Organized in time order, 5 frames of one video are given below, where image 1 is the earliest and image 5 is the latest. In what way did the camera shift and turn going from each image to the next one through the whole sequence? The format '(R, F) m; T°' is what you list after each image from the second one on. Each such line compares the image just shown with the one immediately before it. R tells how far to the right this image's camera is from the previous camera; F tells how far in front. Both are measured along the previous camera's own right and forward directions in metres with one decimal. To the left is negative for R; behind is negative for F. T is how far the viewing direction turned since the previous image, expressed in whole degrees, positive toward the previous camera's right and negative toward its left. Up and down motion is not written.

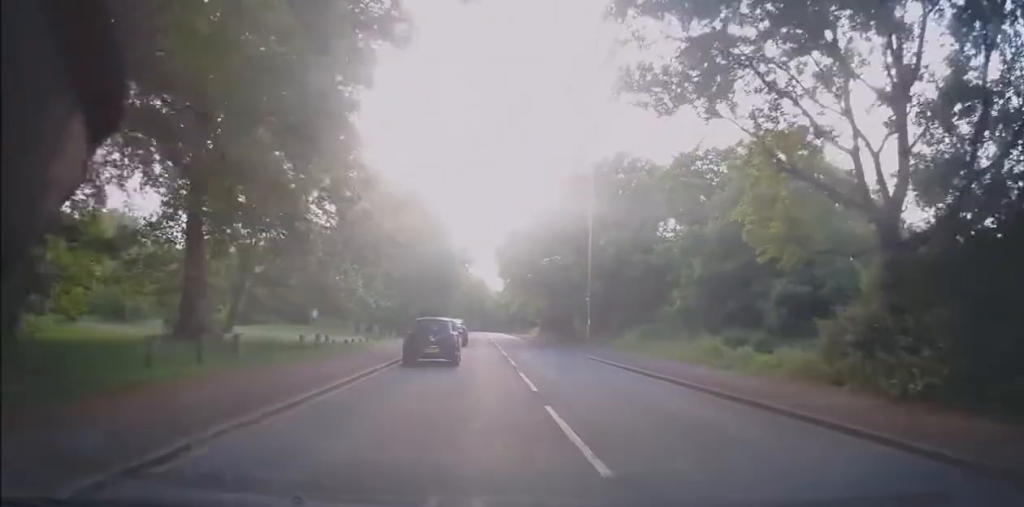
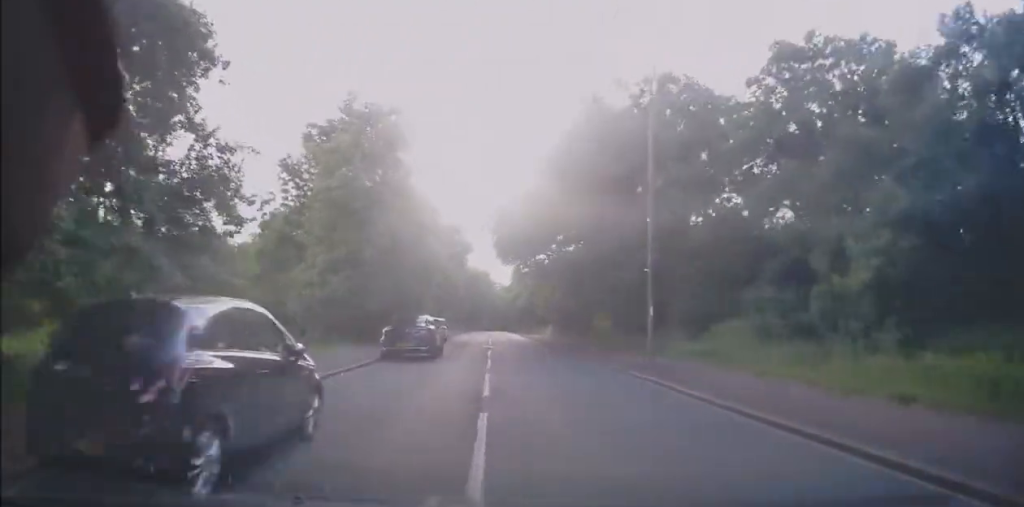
(+0.2, +14.8) m; -1°
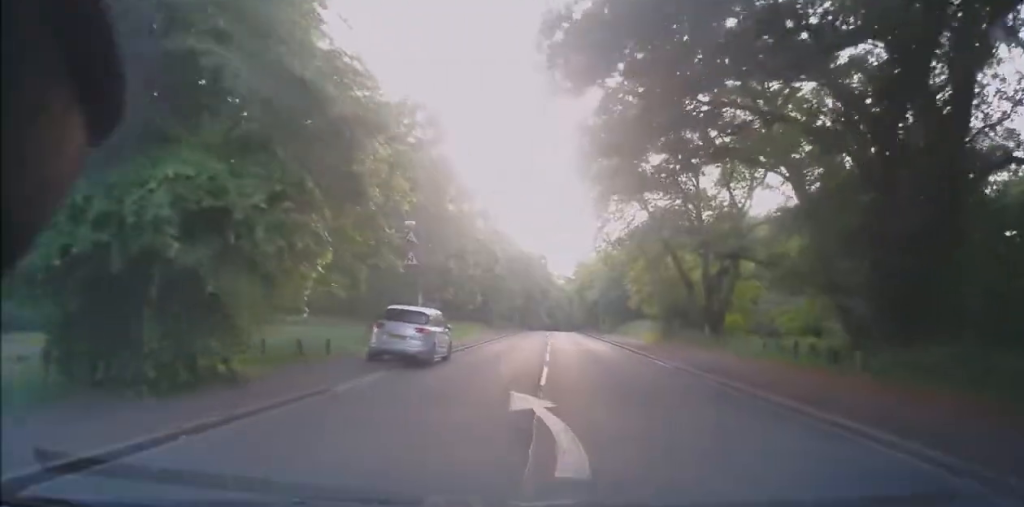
(-2.5, +23.8) m; -8°
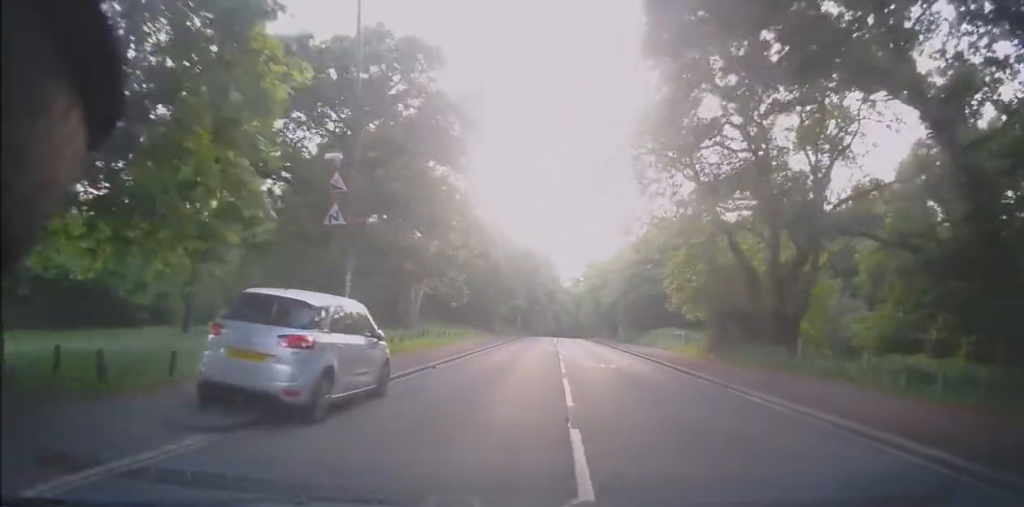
(-0.1, +9.1) m; 0°
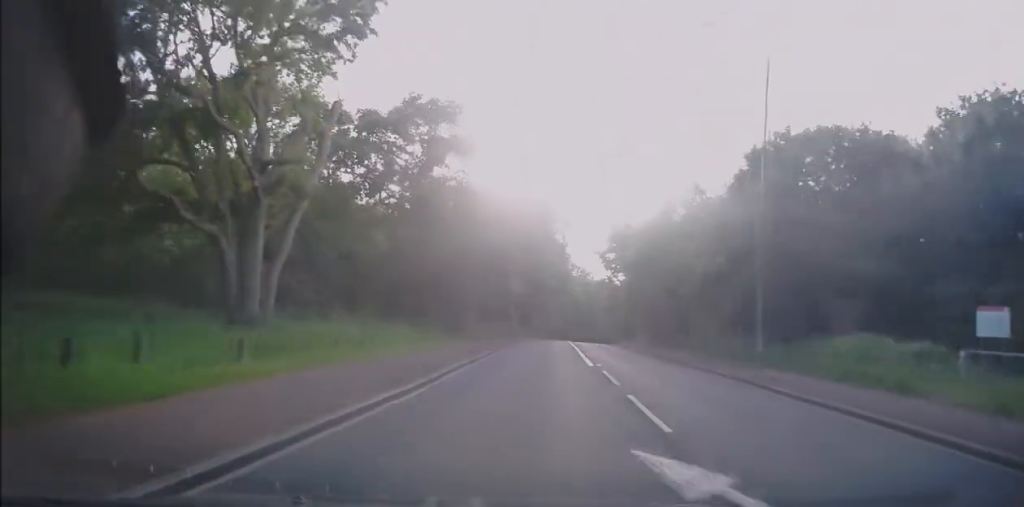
(+0.5, +26.5) m; +3°
